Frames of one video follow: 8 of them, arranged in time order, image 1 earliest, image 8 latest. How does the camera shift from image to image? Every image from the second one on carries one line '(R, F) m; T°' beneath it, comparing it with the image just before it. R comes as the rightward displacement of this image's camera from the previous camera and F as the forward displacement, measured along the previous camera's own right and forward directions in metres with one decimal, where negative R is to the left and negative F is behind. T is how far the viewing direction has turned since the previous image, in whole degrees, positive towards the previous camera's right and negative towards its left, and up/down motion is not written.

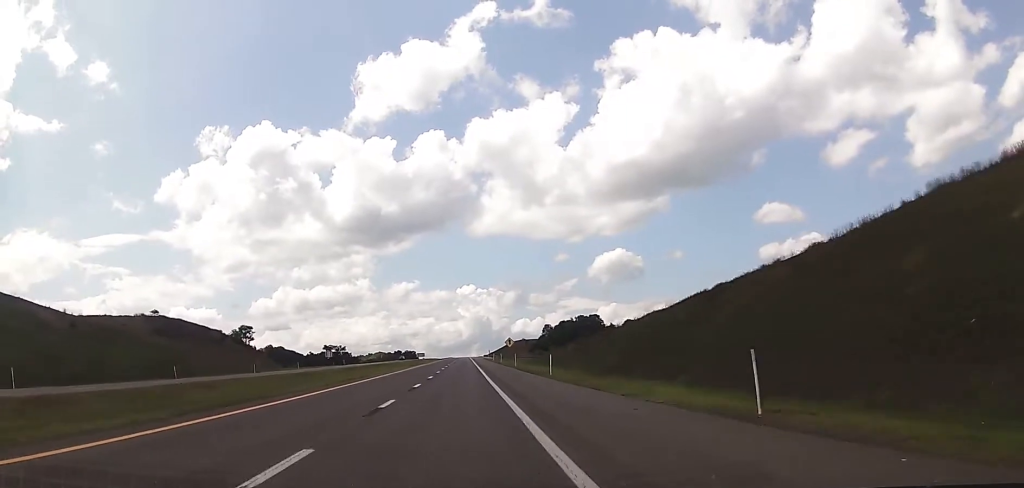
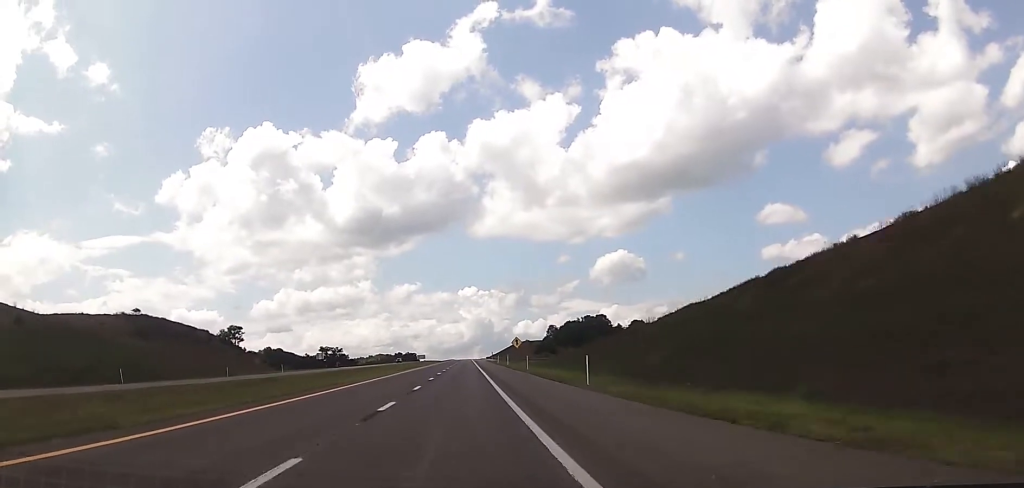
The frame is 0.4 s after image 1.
(+0.1, +12.9) m; 0°
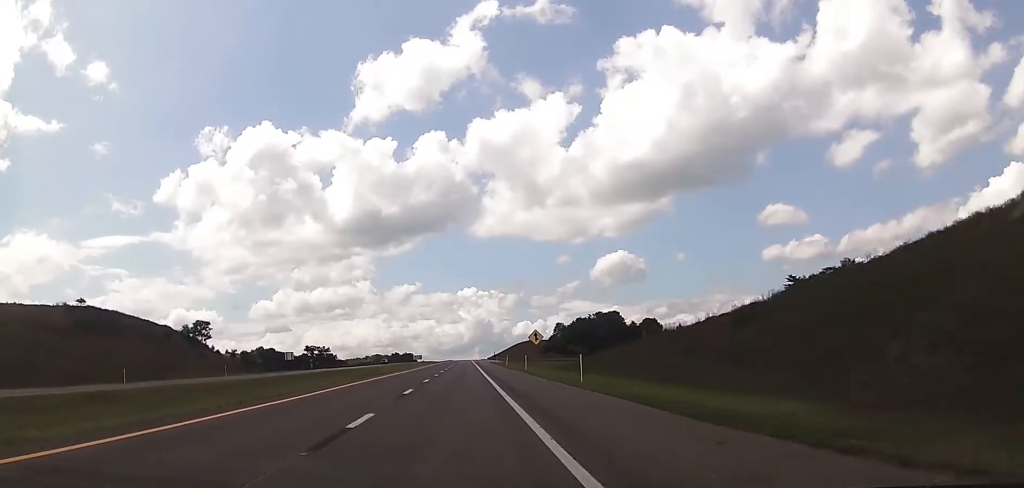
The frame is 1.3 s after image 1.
(+0.3, +29.1) m; 0°
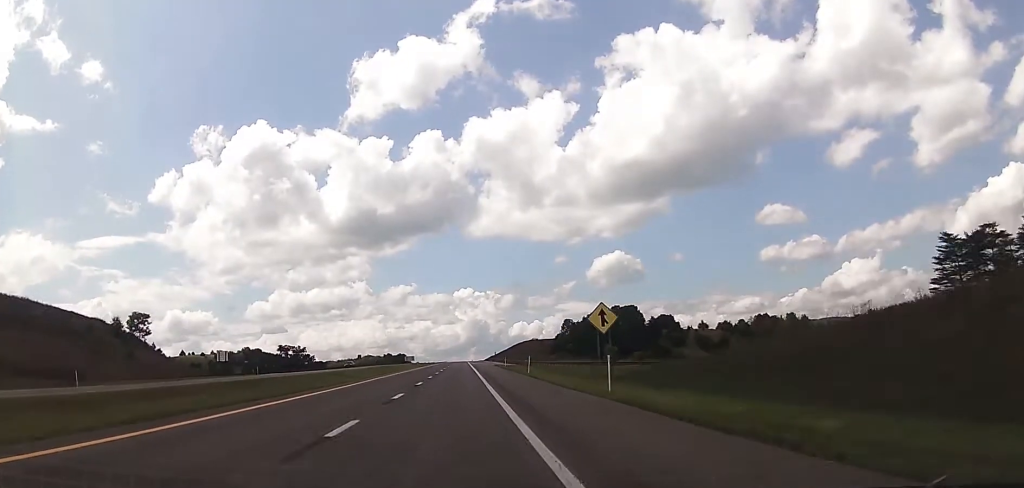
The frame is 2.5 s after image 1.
(-0.5, +37.8) m; -1°
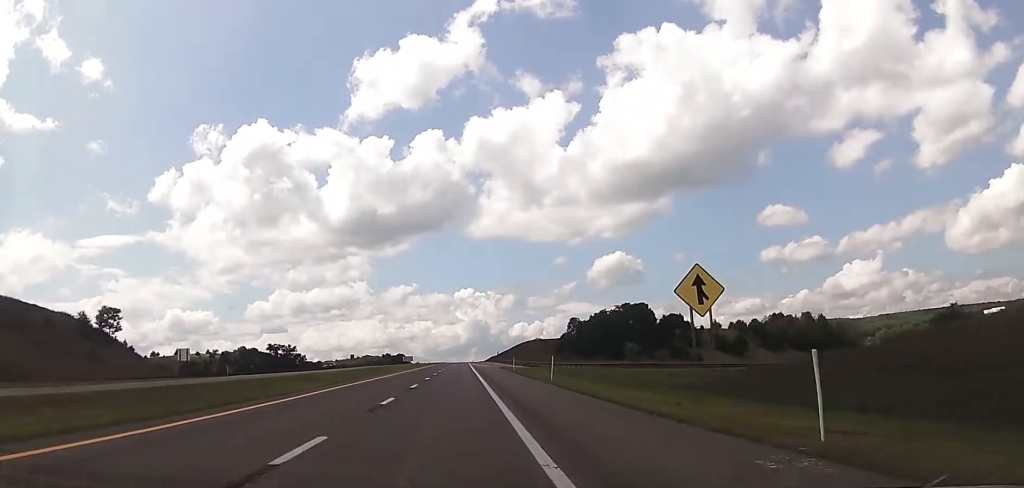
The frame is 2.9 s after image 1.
(-0.1, +15.1) m; 0°
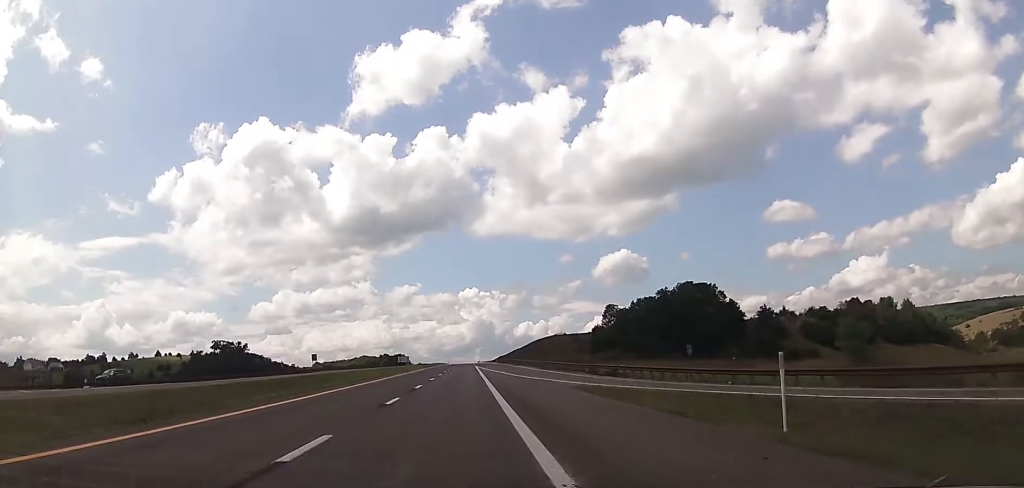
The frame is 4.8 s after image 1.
(+0.1, +60.3) m; +1°
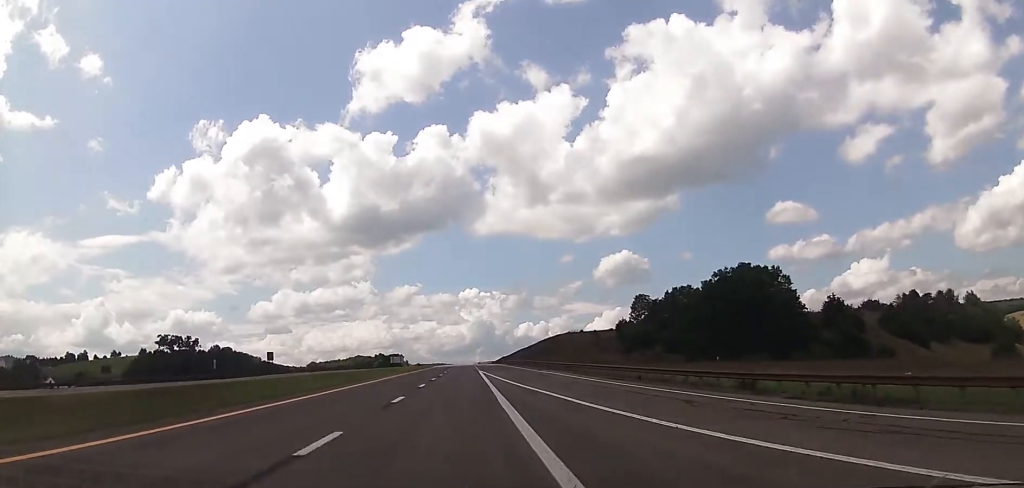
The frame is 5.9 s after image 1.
(+0.4, +35.5) m; 0°
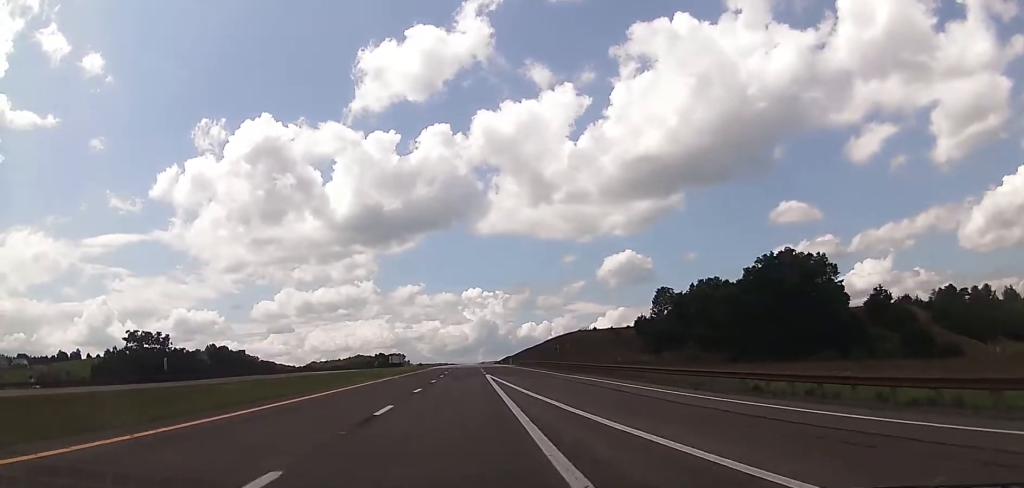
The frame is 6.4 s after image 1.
(0.0, +17.2) m; -1°
